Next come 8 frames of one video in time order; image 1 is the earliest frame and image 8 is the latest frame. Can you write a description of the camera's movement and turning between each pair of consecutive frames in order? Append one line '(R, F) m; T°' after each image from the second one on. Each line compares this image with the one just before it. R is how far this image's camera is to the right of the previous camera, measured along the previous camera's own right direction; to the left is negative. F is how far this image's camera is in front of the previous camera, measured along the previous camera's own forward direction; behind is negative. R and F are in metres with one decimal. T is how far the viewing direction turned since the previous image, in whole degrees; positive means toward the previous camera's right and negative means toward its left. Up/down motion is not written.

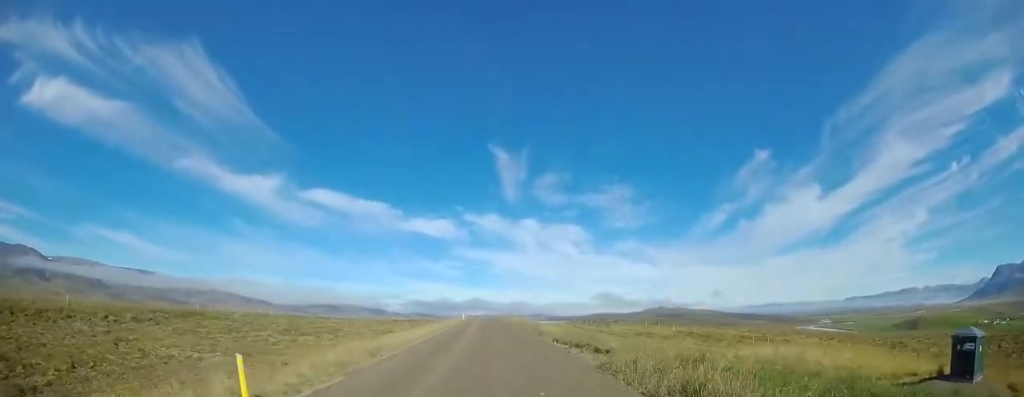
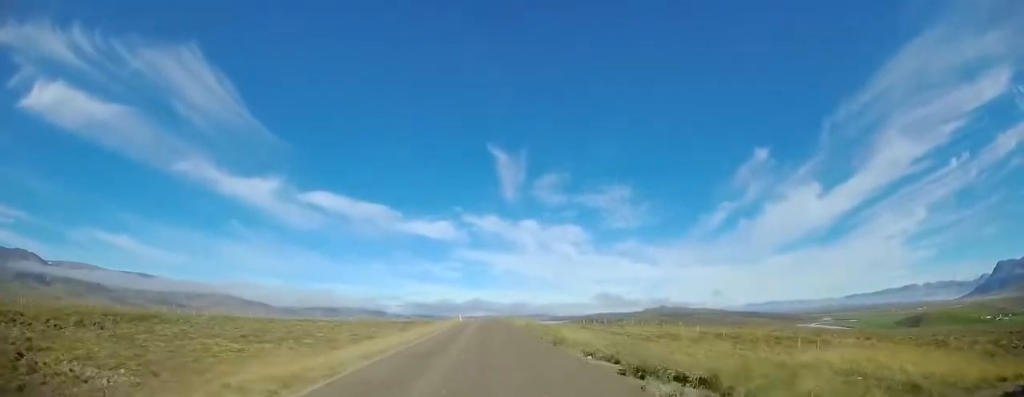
(0.0, +6.6) m; 0°
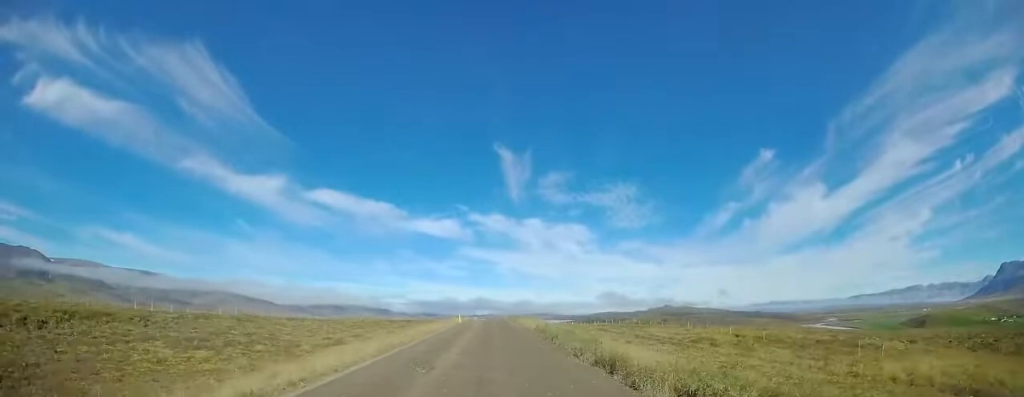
(0.0, +6.6) m; 0°
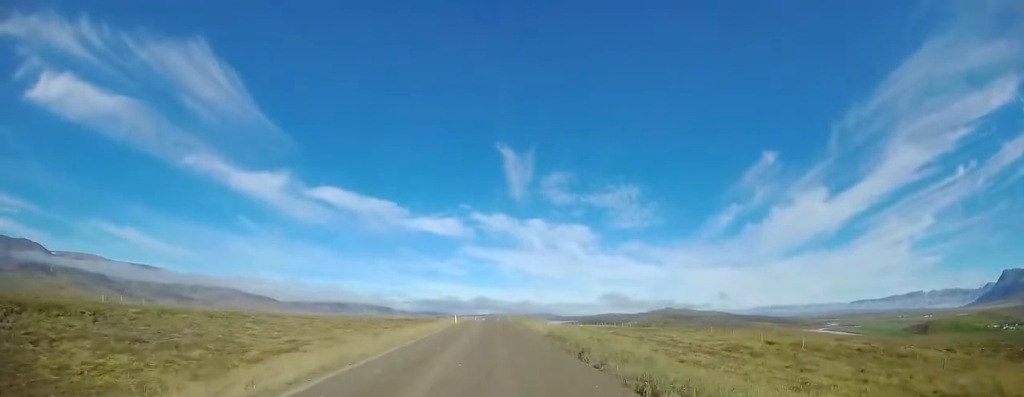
(-0.1, +5.4) m; +1°
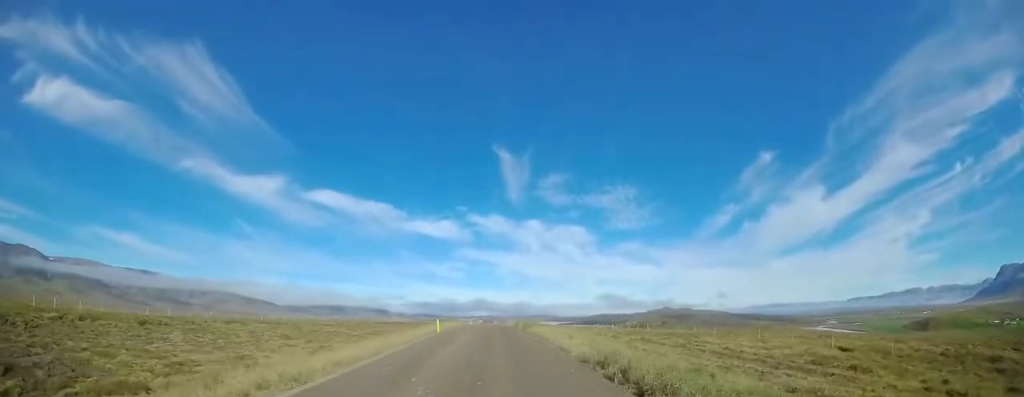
(-0.1, +9.9) m; +1°
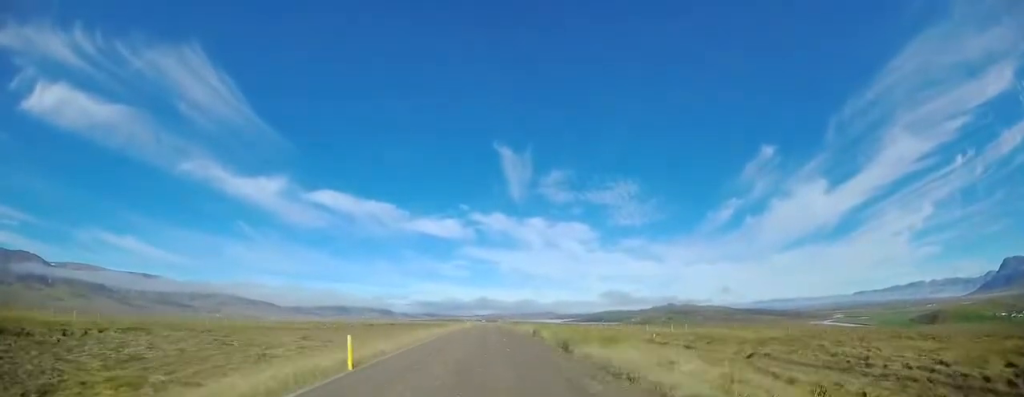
(+0.3, +16.6) m; -1°
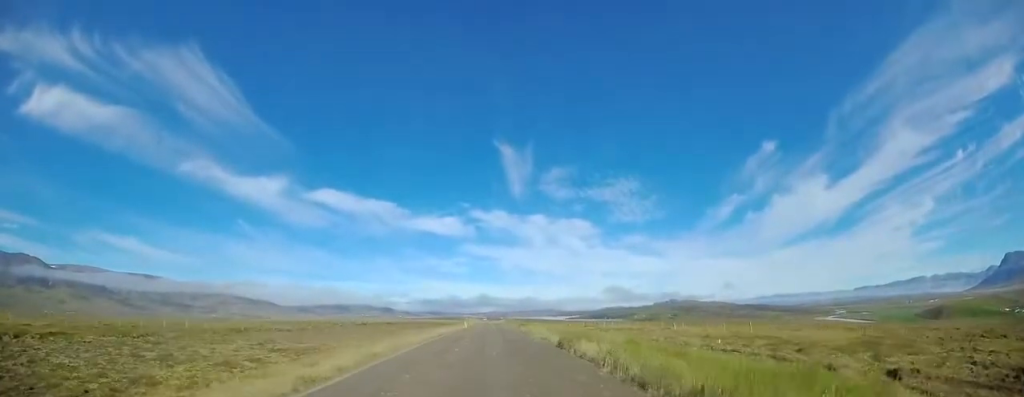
(-0.2, +9.6) m; -2°
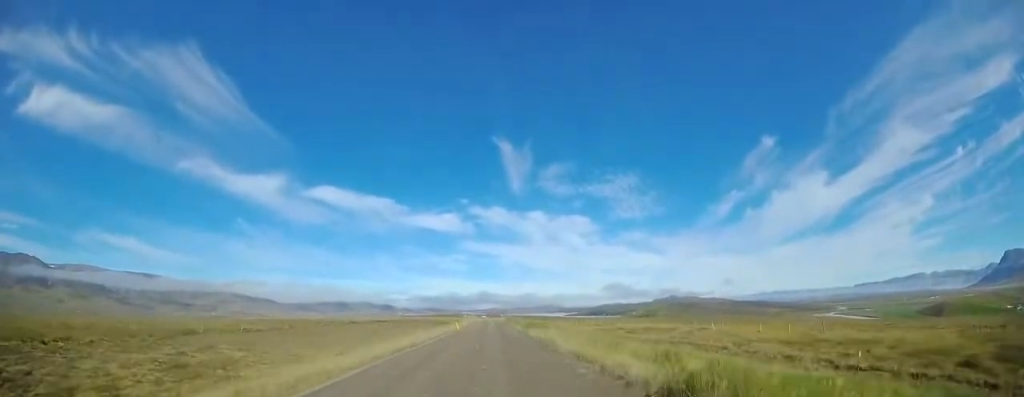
(-0.2, +10.4) m; -1°
